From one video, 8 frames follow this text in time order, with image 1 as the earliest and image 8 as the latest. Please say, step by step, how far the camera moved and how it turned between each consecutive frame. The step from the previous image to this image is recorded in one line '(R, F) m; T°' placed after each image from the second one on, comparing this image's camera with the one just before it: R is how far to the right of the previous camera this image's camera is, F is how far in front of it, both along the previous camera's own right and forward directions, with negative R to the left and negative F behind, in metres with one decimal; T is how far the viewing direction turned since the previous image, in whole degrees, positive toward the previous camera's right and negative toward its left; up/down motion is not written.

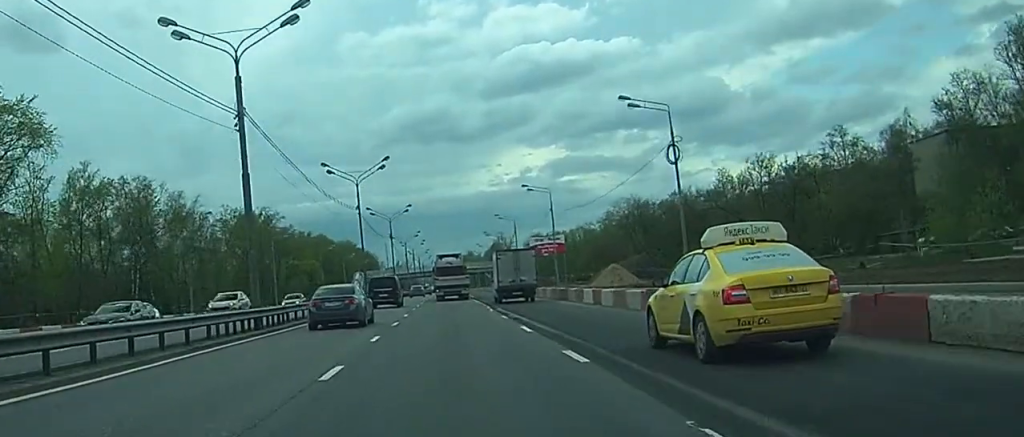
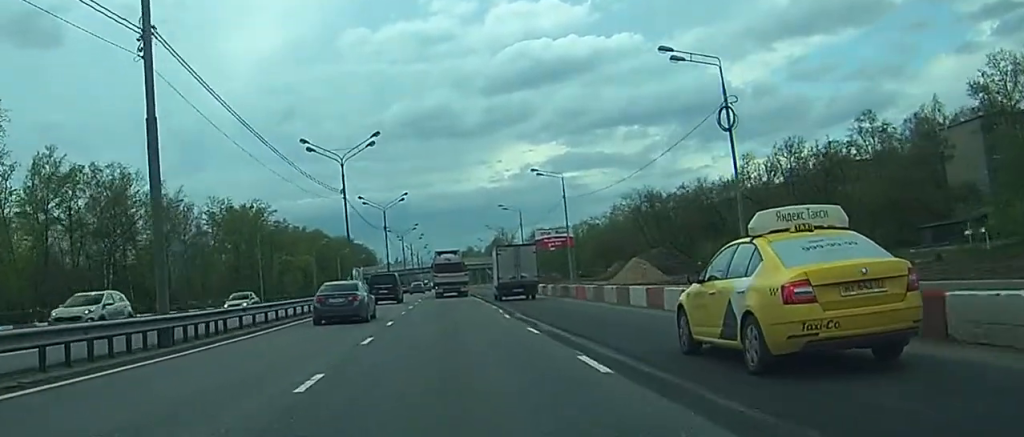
(-0.3, +10.0) m; +1°
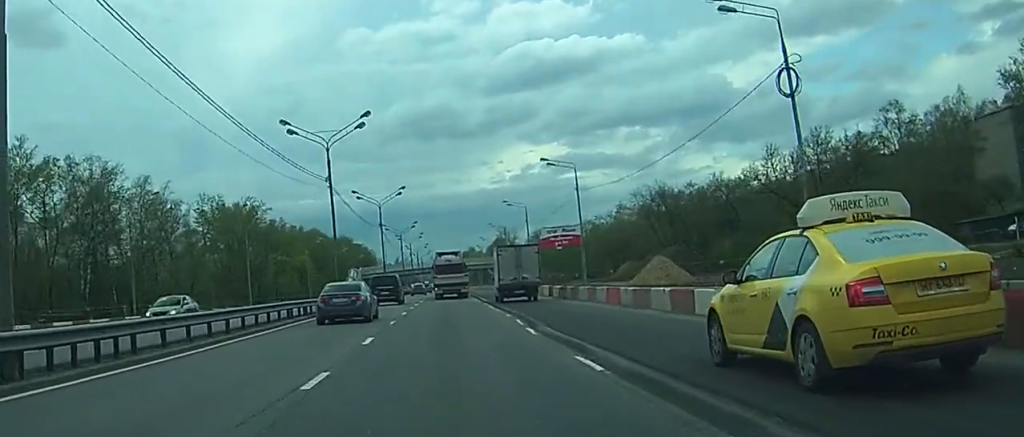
(+0.3, +7.6) m; +1°
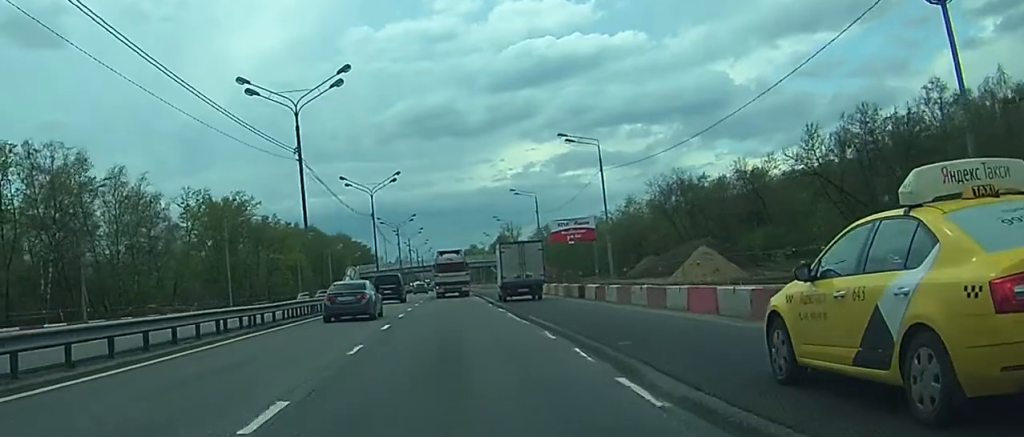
(+0.3, +11.1) m; +2°
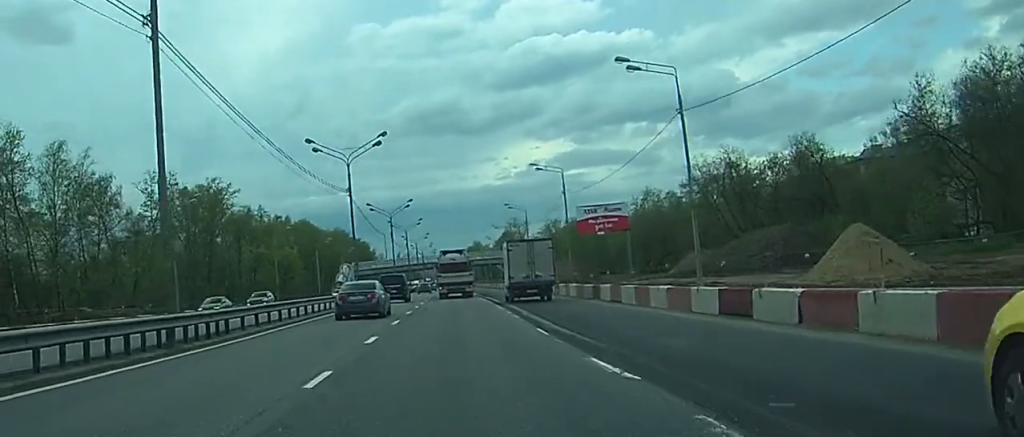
(+0.2, +20.9) m; +2°
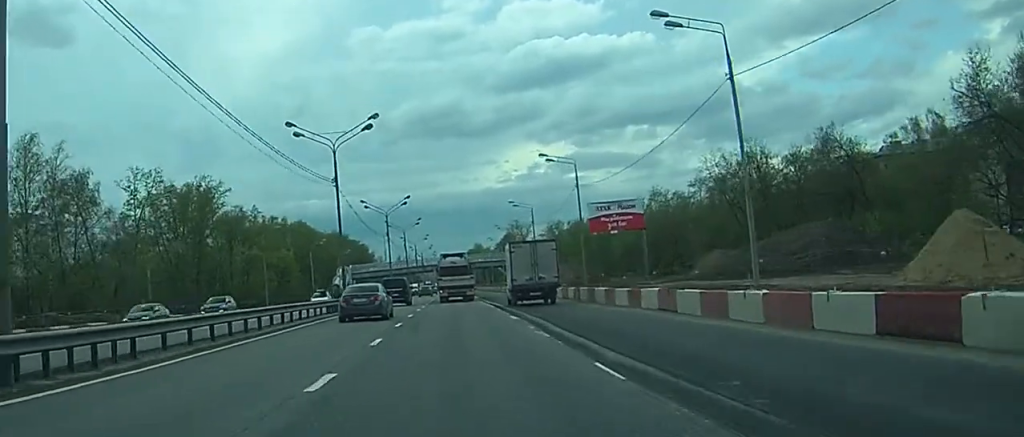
(+0.2, +7.5) m; 0°
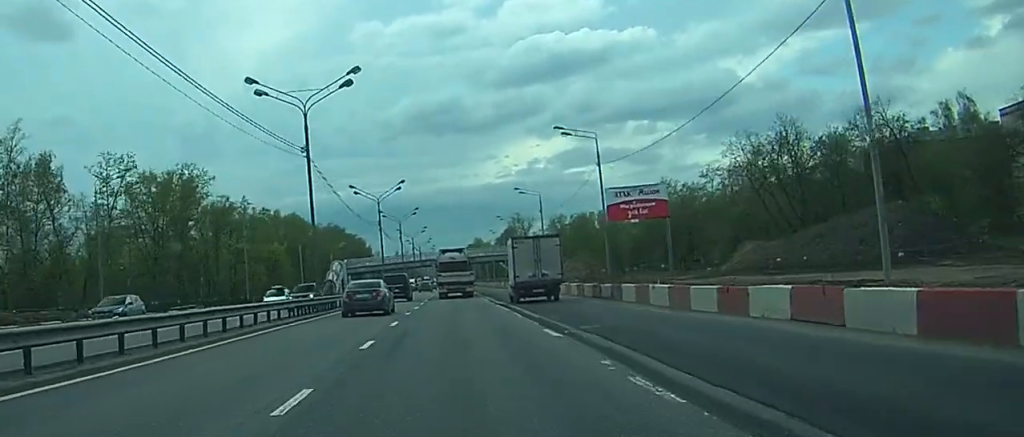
(+0.1, +10.3) m; 0°
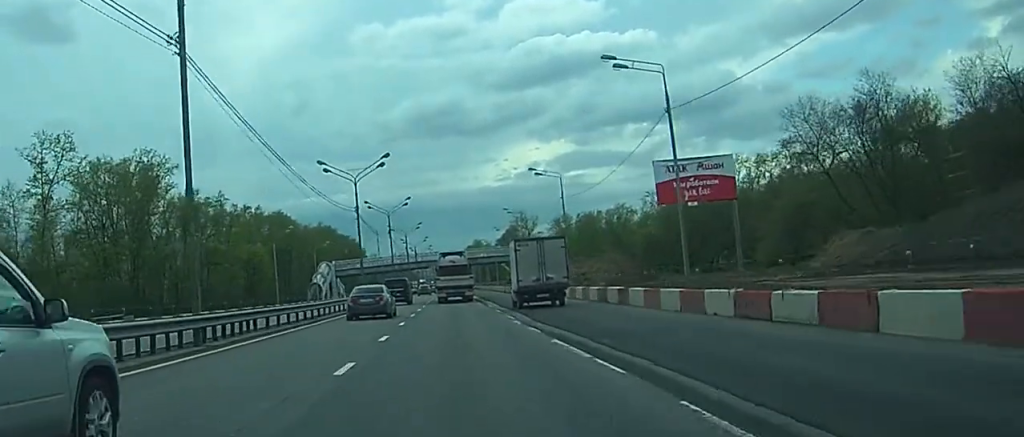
(-0.1, +19.3) m; 0°
